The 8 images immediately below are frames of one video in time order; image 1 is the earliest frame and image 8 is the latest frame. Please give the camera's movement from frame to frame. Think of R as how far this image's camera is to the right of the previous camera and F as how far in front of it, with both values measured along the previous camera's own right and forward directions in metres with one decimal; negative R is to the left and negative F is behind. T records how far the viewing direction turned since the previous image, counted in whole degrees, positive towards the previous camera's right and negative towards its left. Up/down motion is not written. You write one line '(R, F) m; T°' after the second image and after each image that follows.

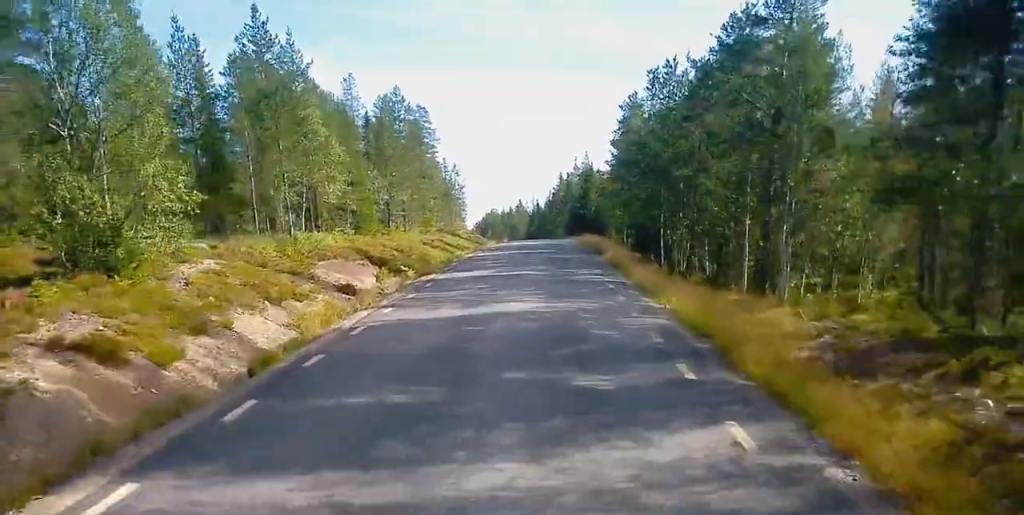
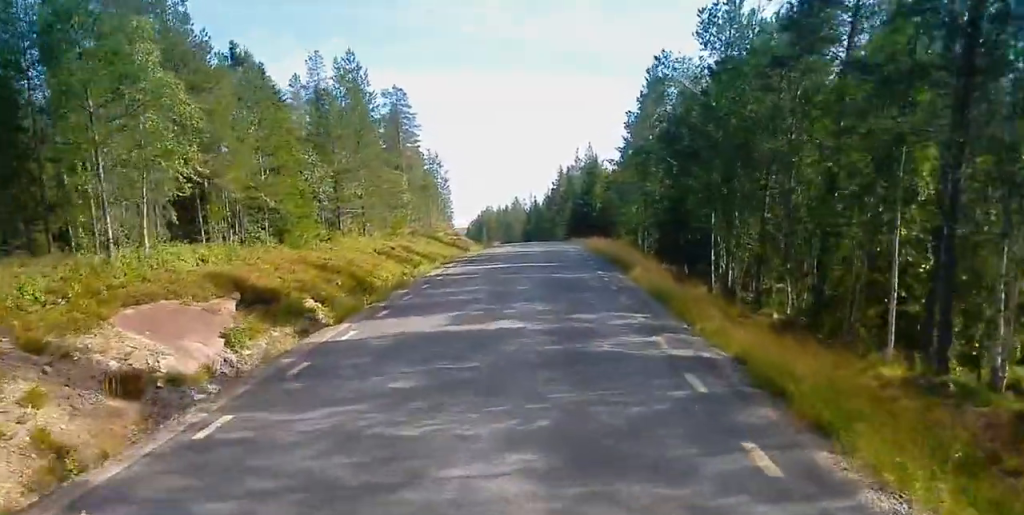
(-0.1, +12.6) m; -1°
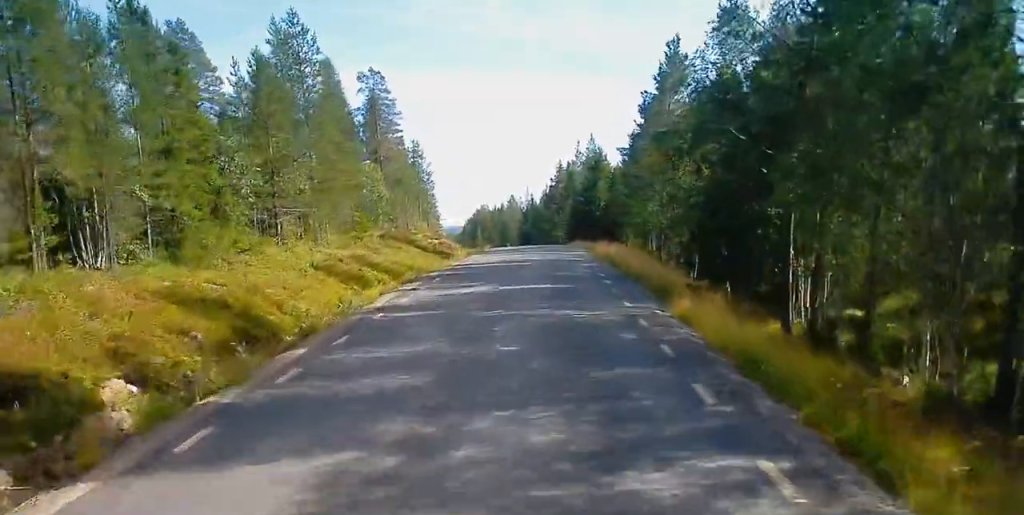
(0.0, +9.3) m; -1°
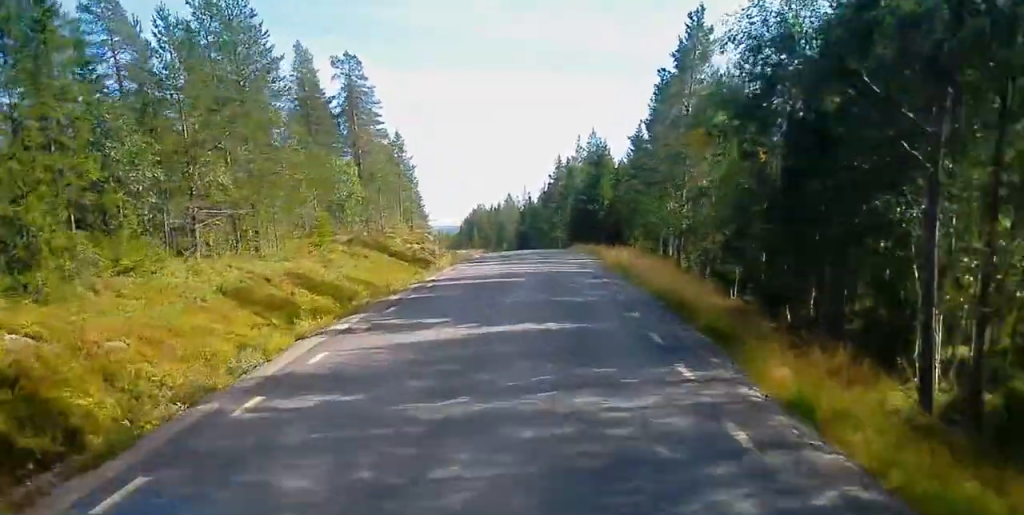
(+0.1, +7.5) m; 0°
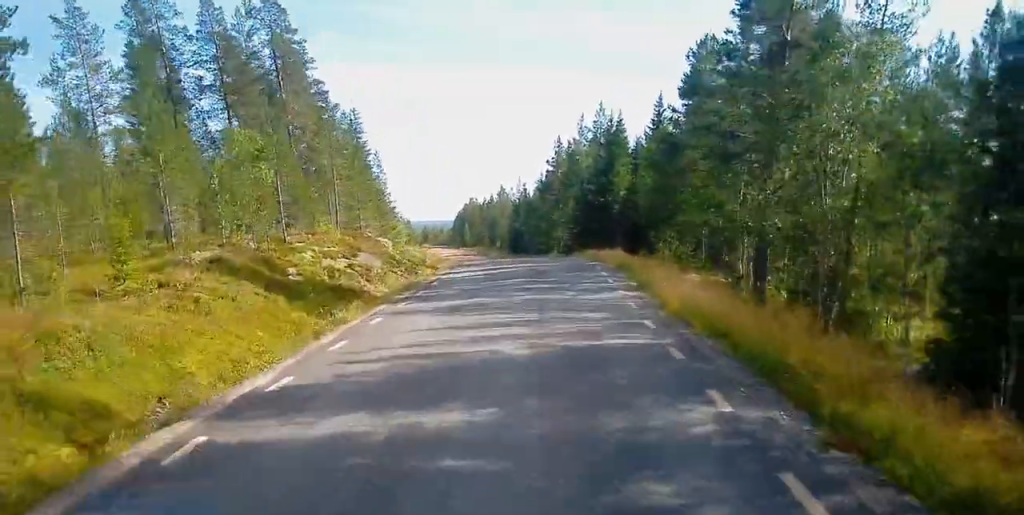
(-0.2, +16.3) m; +1°
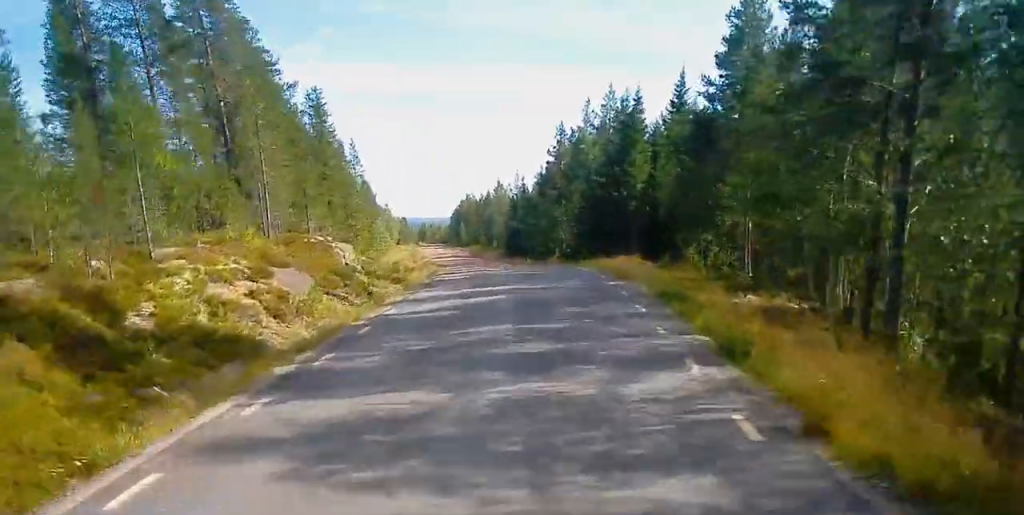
(+0.3, +10.1) m; 0°
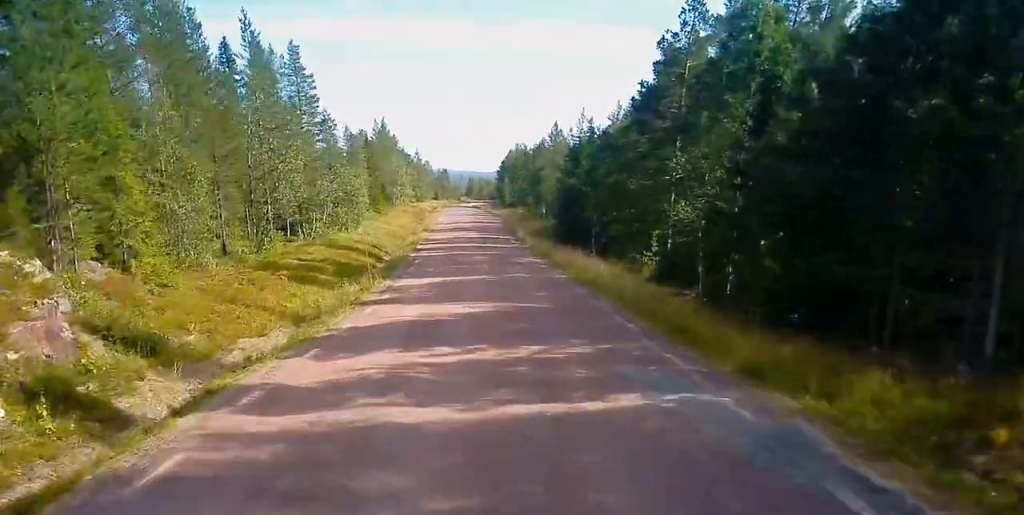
(-1.0, +35.6) m; -4°
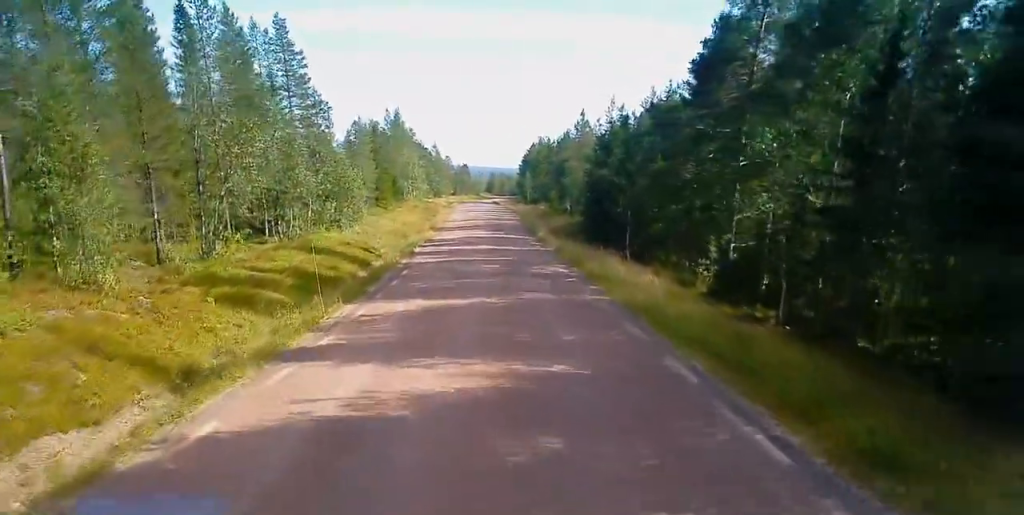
(-0.1, +7.8) m; -2°
